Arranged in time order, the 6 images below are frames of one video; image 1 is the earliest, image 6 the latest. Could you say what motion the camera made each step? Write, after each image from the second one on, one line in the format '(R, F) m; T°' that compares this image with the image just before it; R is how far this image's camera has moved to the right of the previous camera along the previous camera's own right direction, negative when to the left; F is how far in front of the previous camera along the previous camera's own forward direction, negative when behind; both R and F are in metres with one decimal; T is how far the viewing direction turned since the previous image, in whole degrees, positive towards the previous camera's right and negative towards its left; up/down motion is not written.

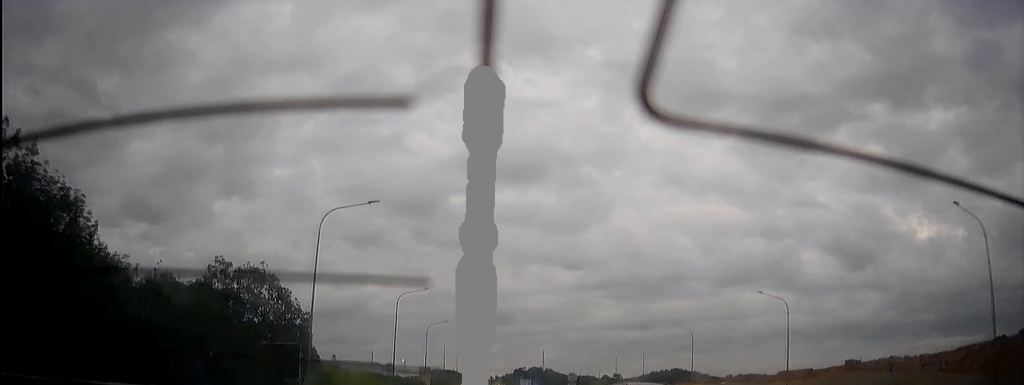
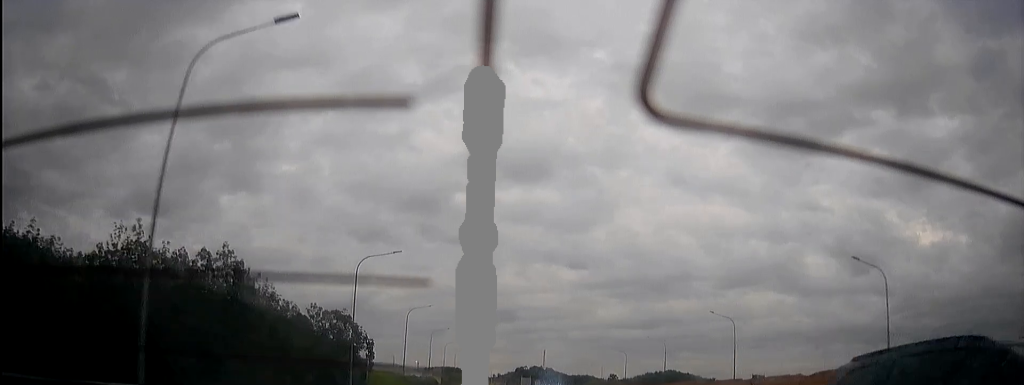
(+0.3, +42.9) m; +1°
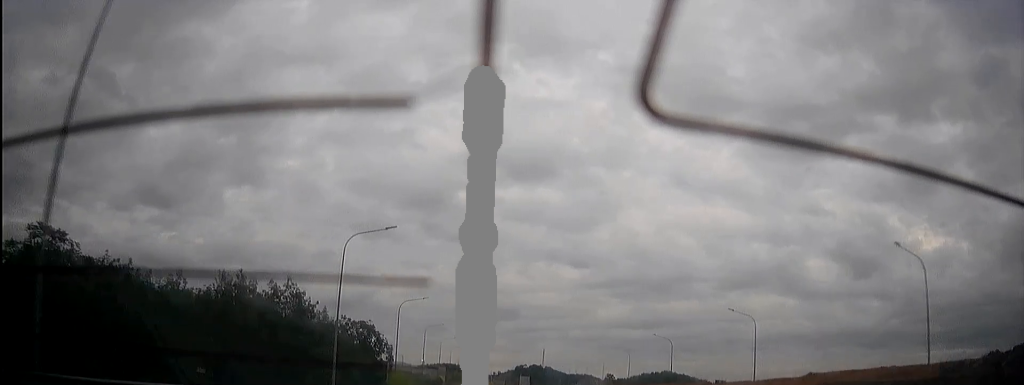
(0.0, +24.9) m; 0°
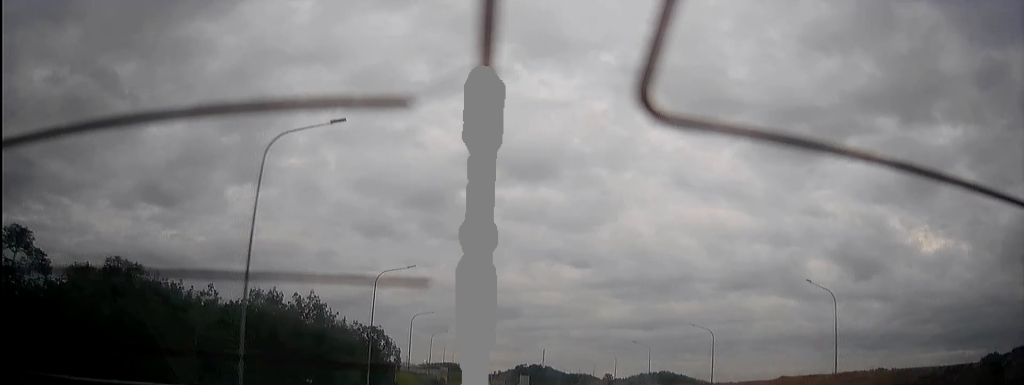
(0.0, +13.0) m; 0°
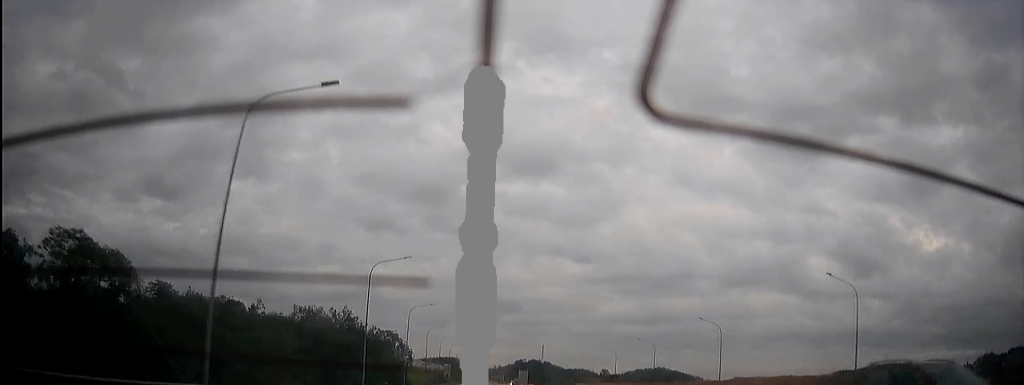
(-0.1, +26.9) m; 0°
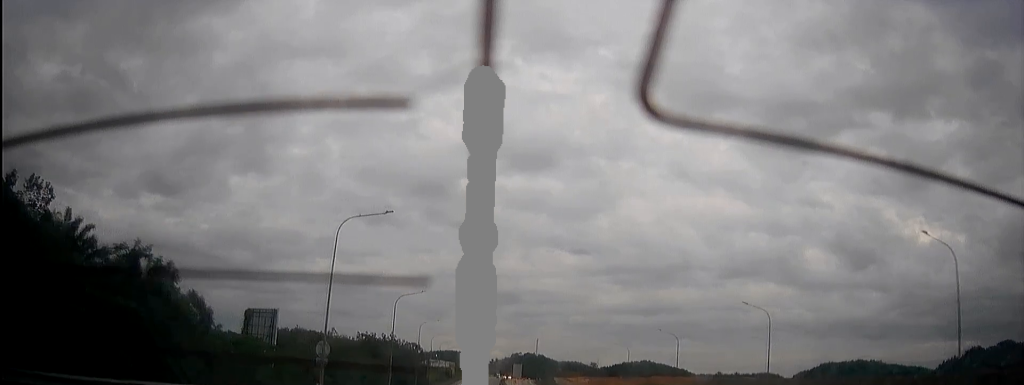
(0.0, +76.7) m; 0°
